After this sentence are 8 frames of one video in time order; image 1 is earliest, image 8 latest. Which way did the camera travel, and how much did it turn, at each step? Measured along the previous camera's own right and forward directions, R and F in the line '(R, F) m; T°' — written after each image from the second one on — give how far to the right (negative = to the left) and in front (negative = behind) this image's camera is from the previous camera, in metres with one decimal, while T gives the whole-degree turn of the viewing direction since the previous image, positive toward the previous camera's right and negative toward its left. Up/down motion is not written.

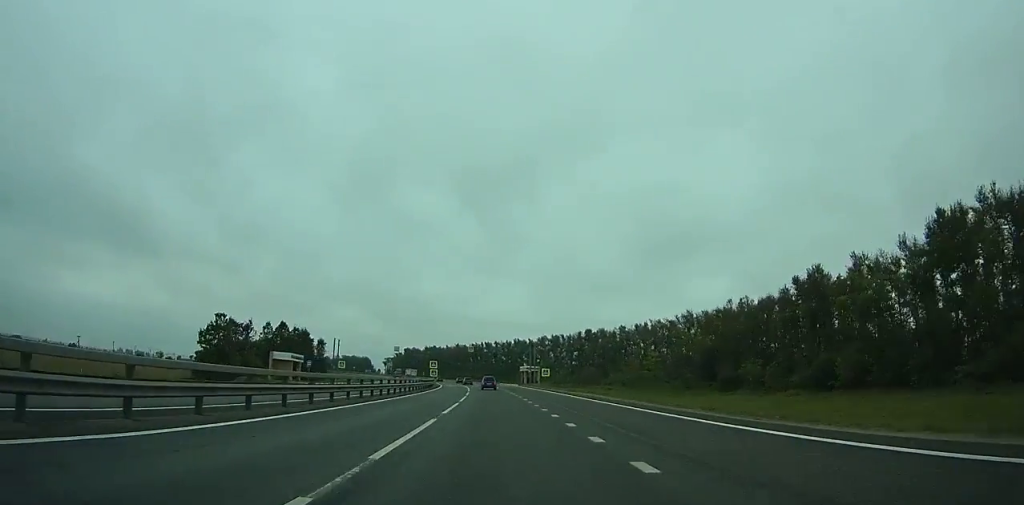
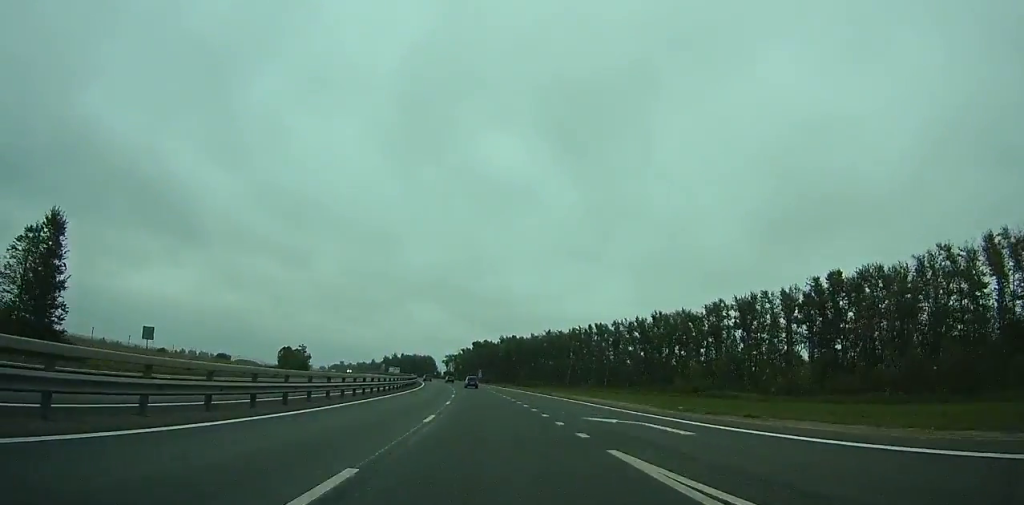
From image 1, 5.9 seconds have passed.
(-10.1, +151.0) m; -9°
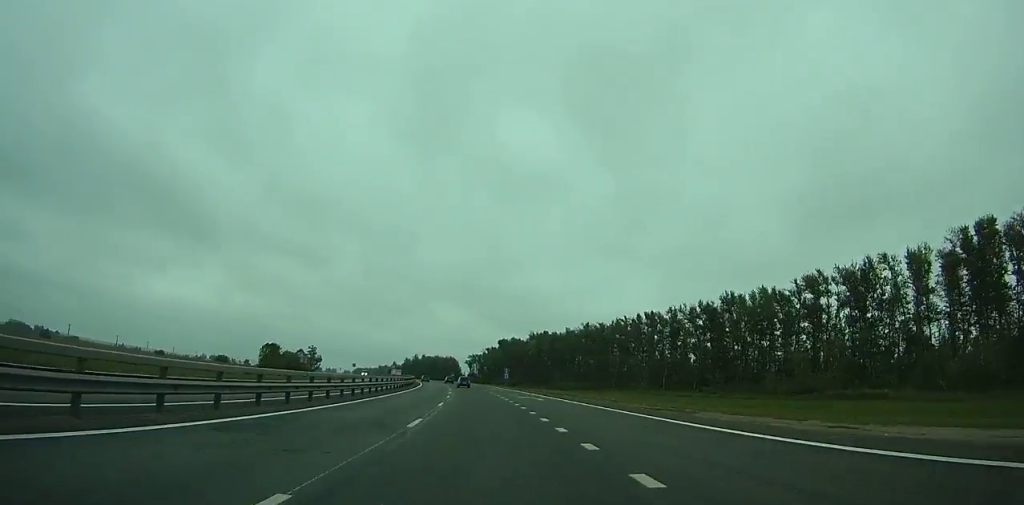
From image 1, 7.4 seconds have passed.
(-0.4, +38.2) m; -3°
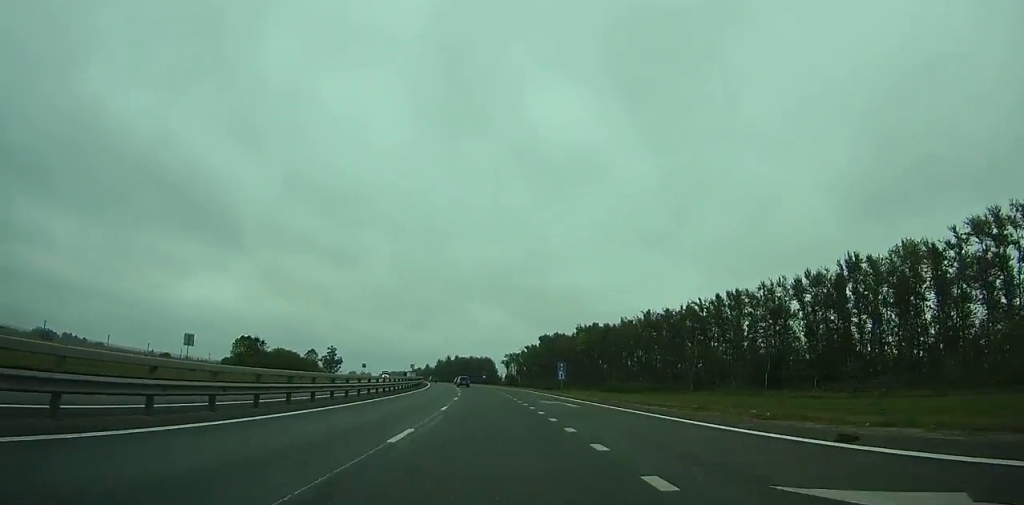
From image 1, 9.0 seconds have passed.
(-1.5, +40.9) m; -3°
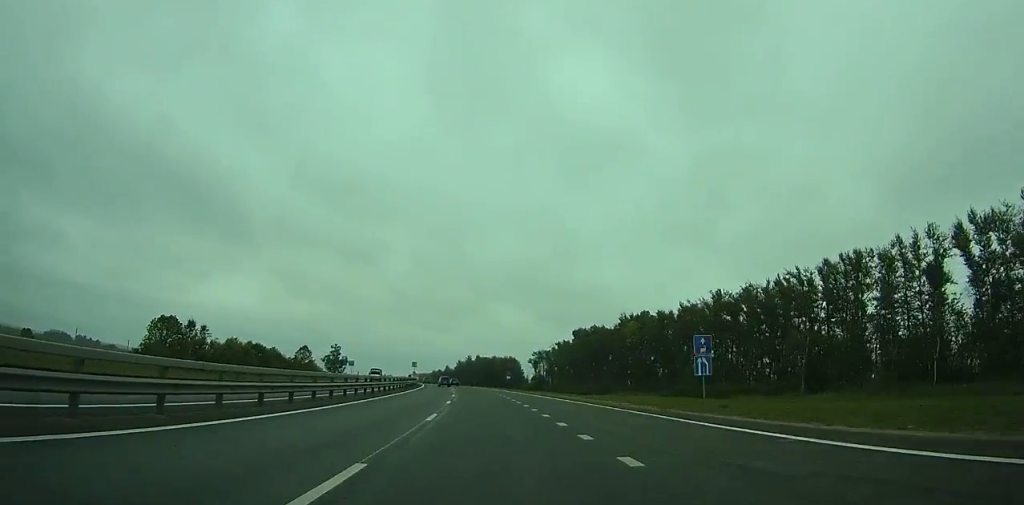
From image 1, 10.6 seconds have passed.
(-0.8, +41.0) m; -3°
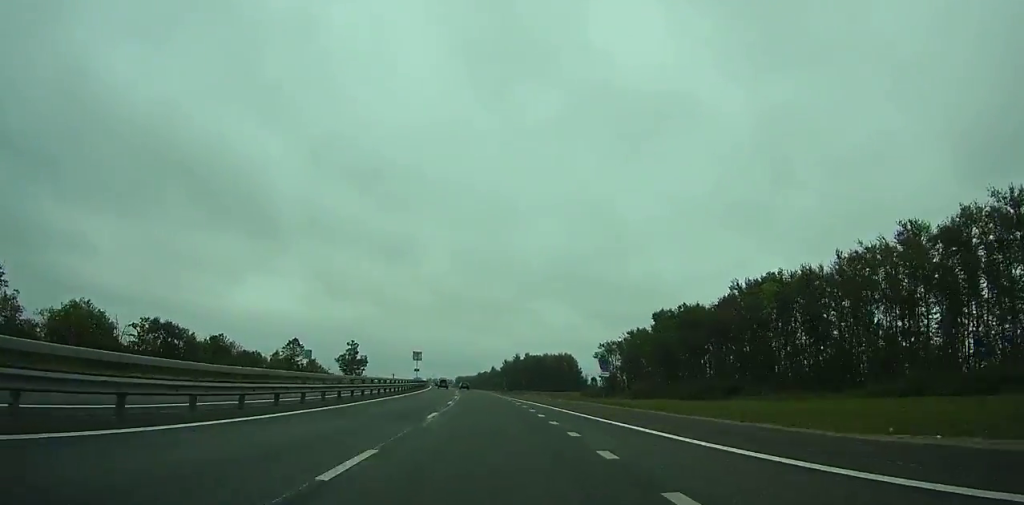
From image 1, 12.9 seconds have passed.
(-1.6, +59.0) m; -4°
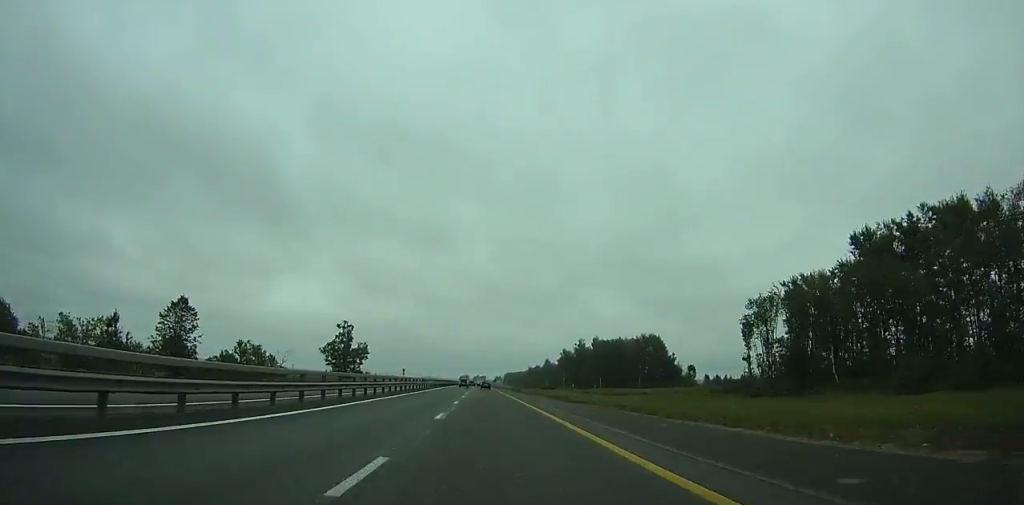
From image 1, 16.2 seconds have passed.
(-4.6, +84.5) m; -4°
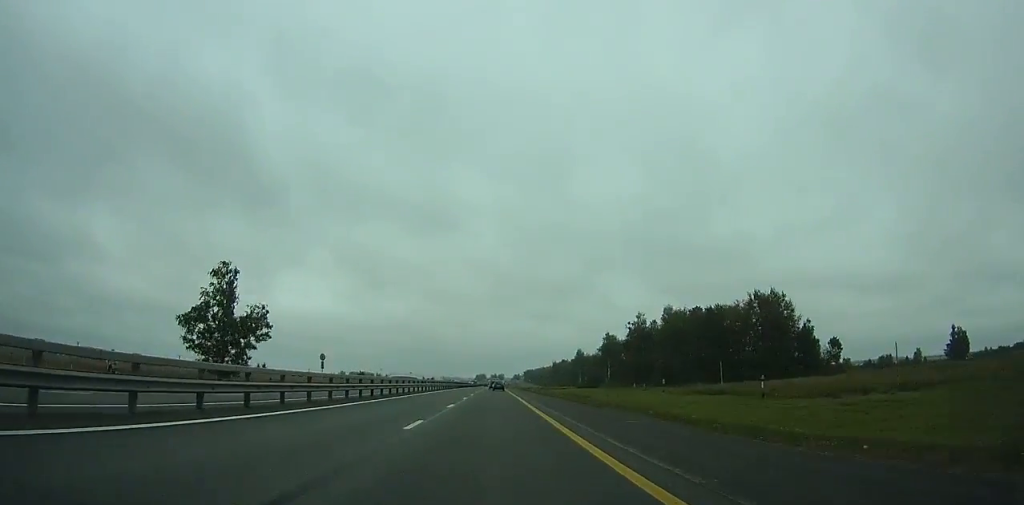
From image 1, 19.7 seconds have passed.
(-1.9, +88.8) m; -1°
